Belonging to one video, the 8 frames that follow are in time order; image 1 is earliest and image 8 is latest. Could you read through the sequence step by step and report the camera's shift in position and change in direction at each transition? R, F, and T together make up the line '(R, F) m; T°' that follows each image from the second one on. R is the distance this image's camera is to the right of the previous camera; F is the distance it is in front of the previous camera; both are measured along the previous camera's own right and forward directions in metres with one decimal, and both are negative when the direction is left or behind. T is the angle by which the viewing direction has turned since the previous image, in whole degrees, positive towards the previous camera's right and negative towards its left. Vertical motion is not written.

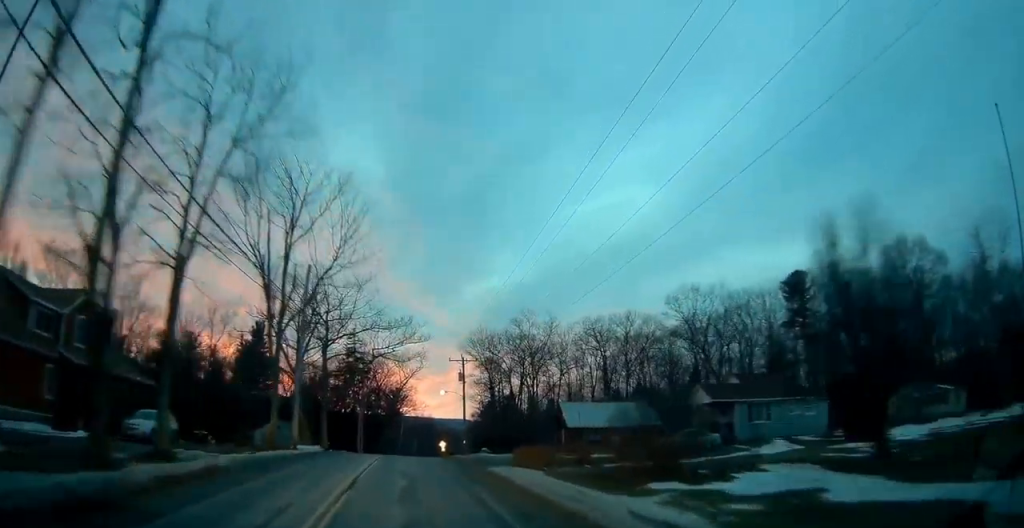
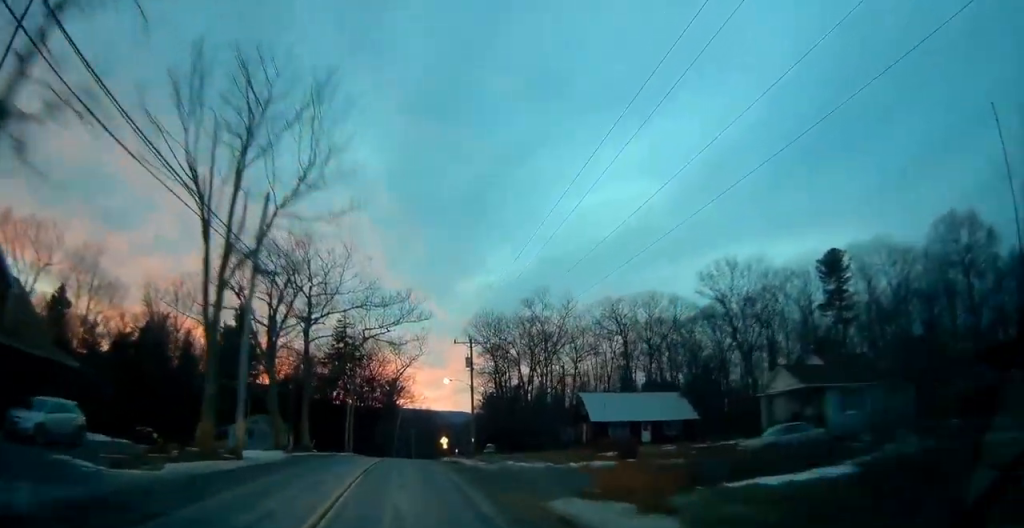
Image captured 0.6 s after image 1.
(-0.2, +9.9) m; +1°
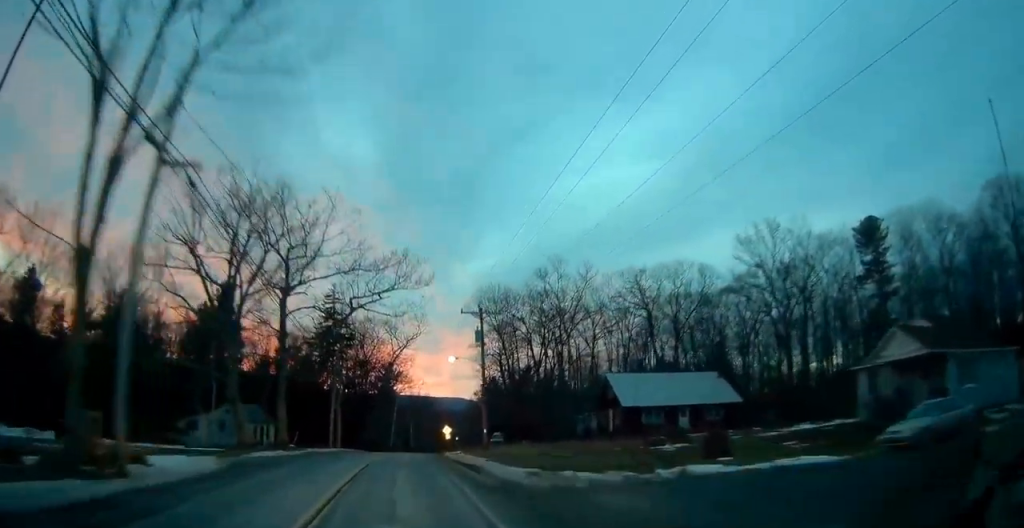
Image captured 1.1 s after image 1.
(+0.2, +9.1) m; 0°
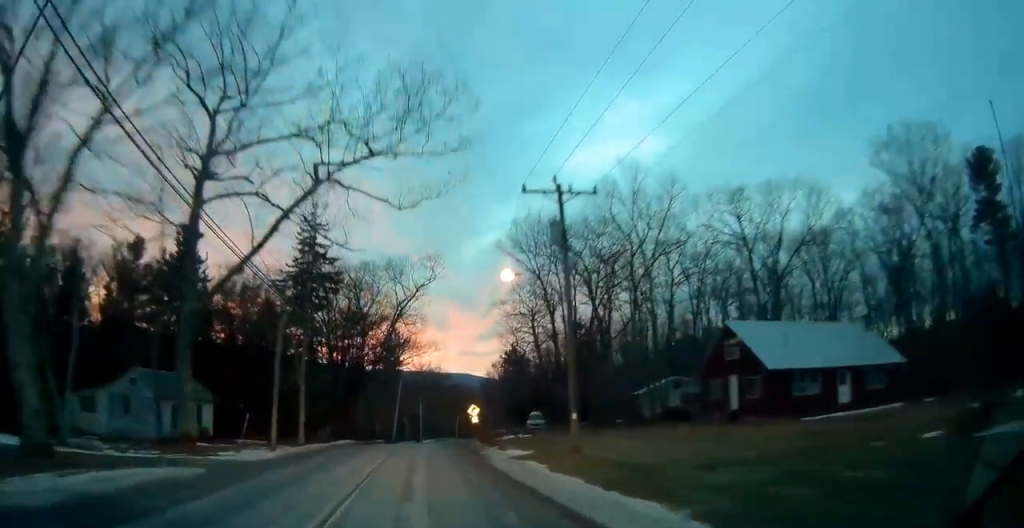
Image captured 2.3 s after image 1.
(-0.3, +20.7) m; -1°
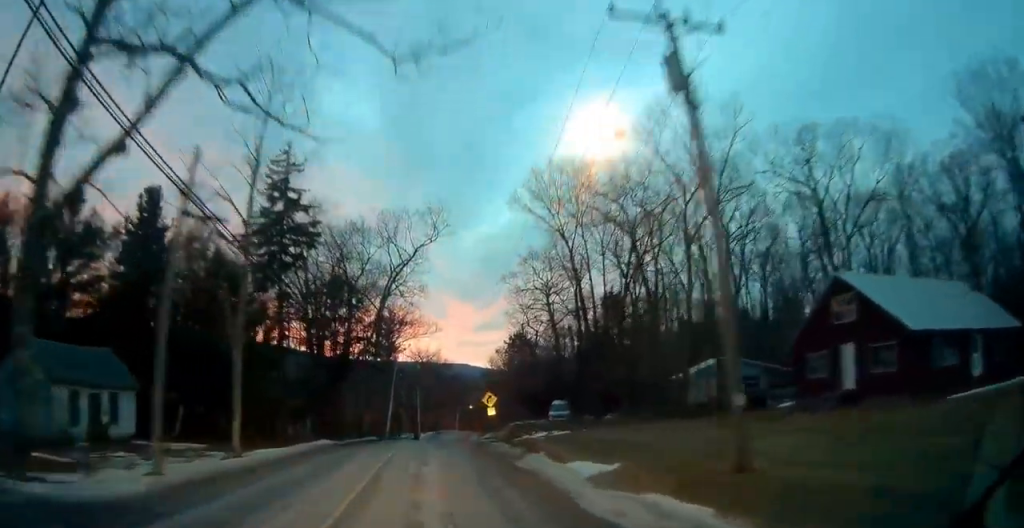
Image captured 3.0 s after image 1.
(0.0, +11.1) m; +1°
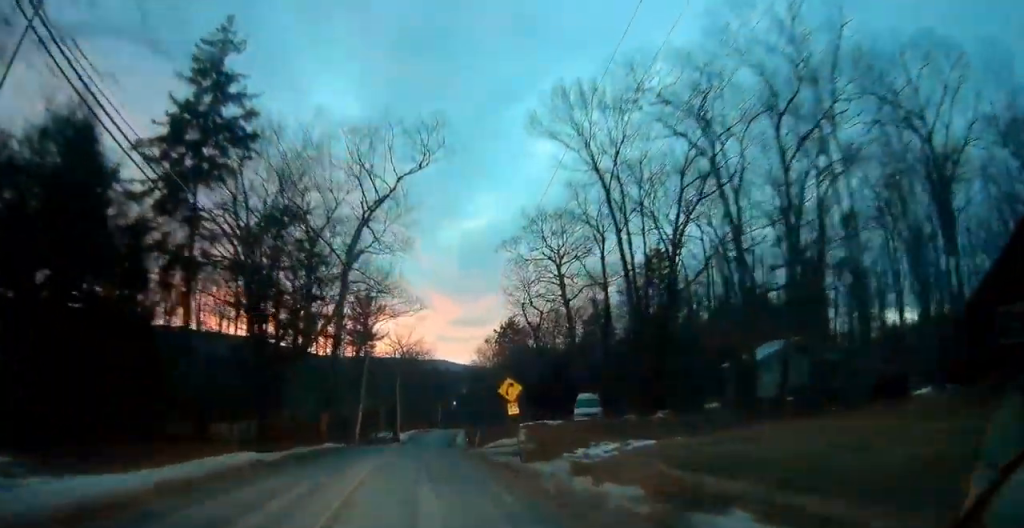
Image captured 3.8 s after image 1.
(+0.5, +13.9) m; +2°
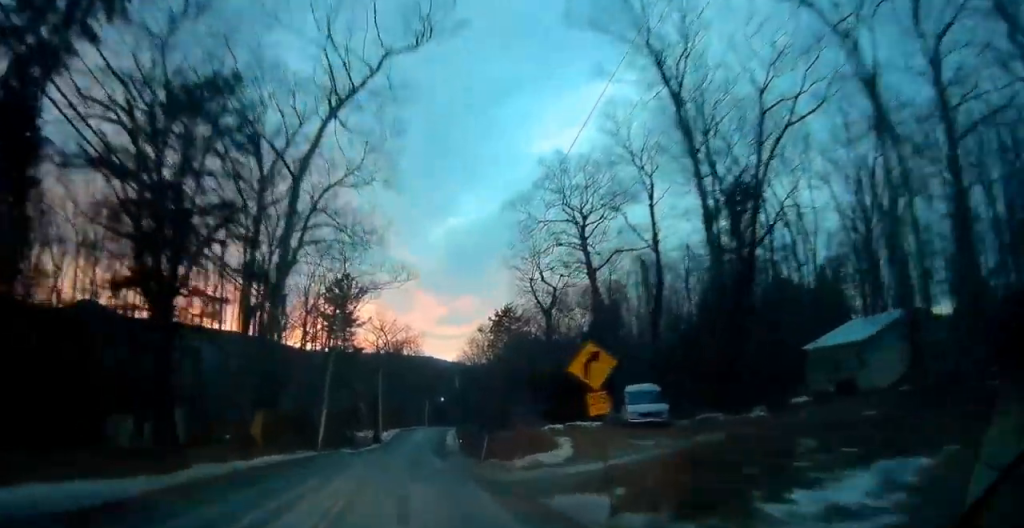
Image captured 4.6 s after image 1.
(0.0, +12.2) m; 0°
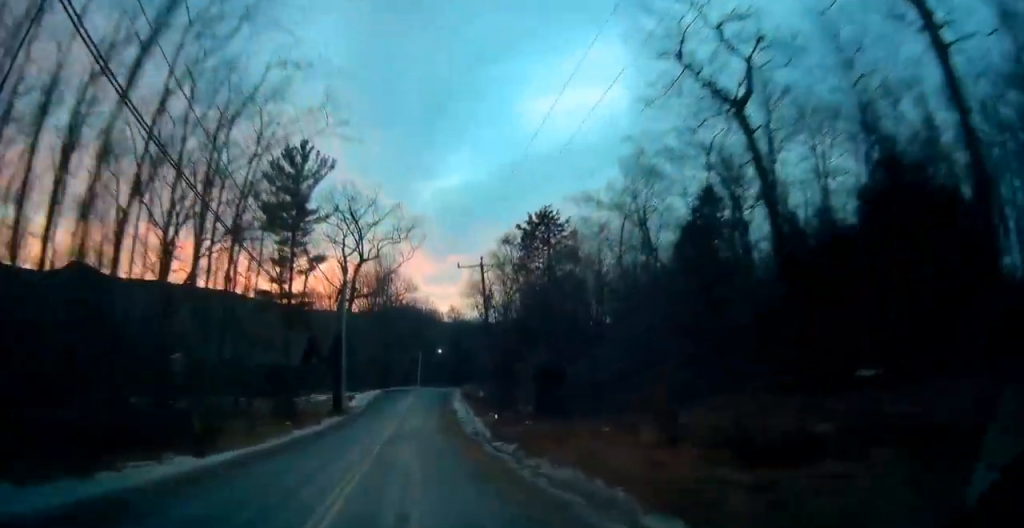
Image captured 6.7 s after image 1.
(+0.2, +35.3) m; +1°
